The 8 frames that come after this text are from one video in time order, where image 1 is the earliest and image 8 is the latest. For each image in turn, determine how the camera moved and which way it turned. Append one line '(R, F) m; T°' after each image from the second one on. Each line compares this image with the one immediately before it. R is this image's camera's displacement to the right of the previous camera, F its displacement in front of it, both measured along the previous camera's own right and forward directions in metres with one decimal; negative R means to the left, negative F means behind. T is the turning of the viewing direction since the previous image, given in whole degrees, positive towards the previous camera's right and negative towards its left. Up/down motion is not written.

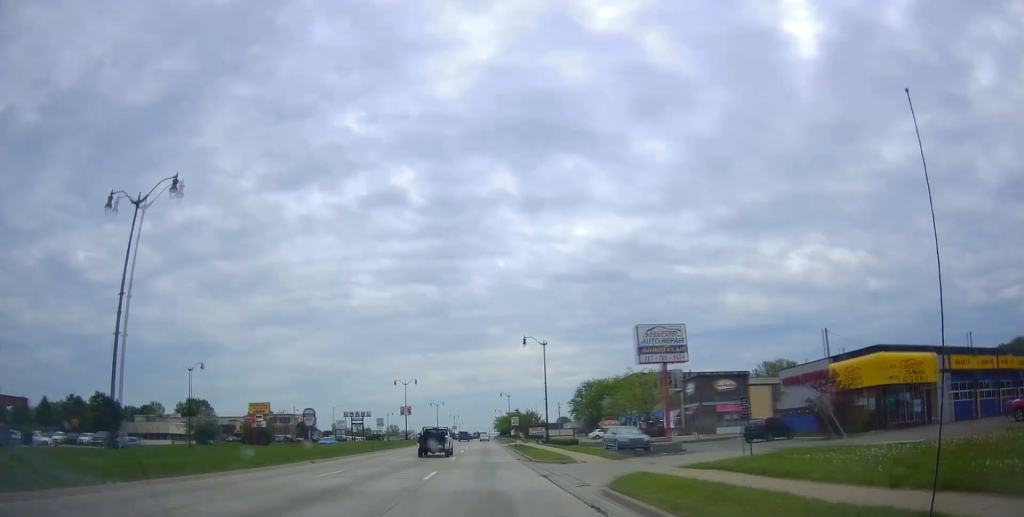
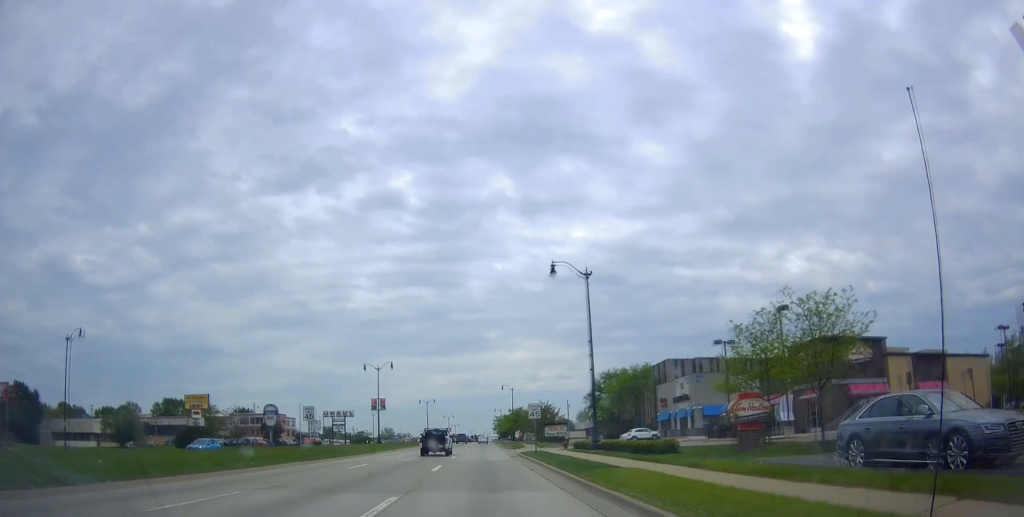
(+0.2, +25.8) m; -2°
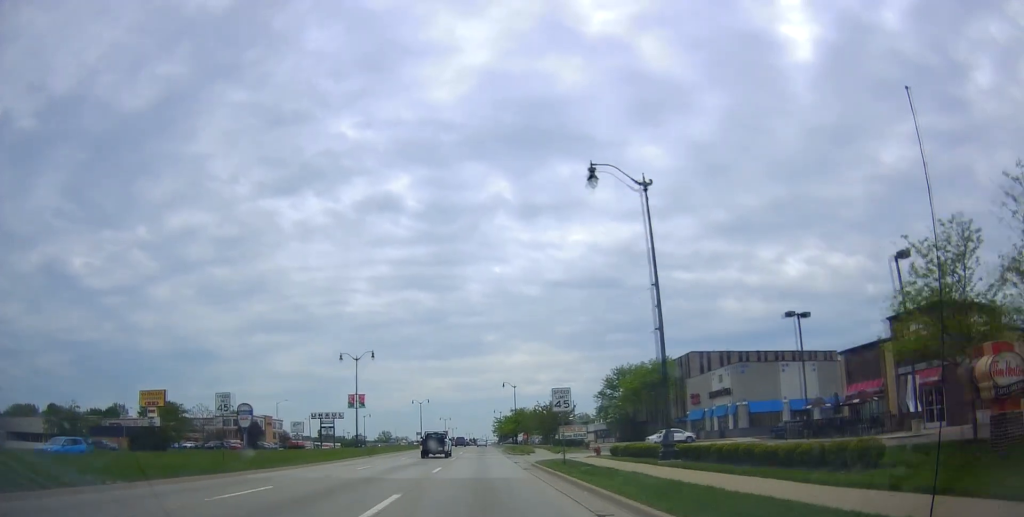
(-0.6, +13.2) m; 0°
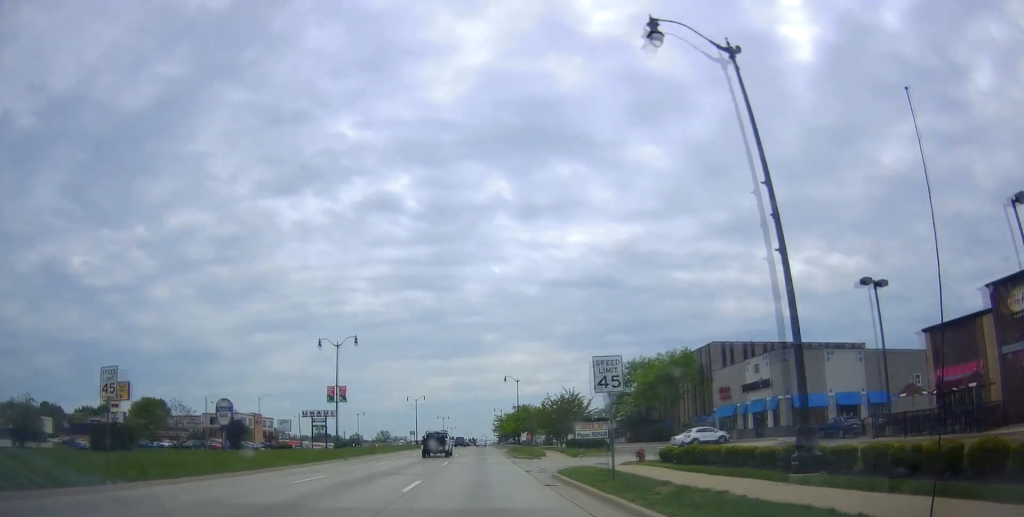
(+0.1, +9.0) m; 0°
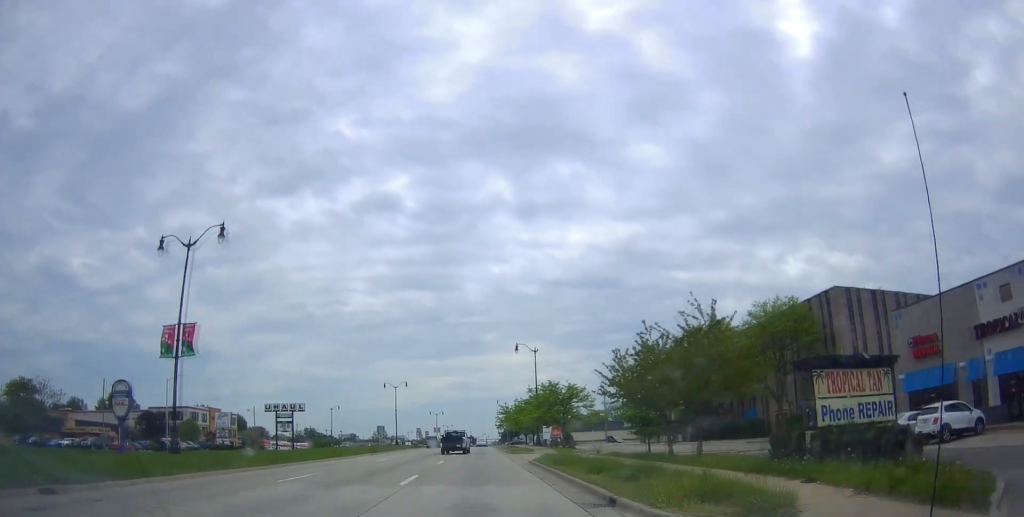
(+0.4, +31.6) m; +1°
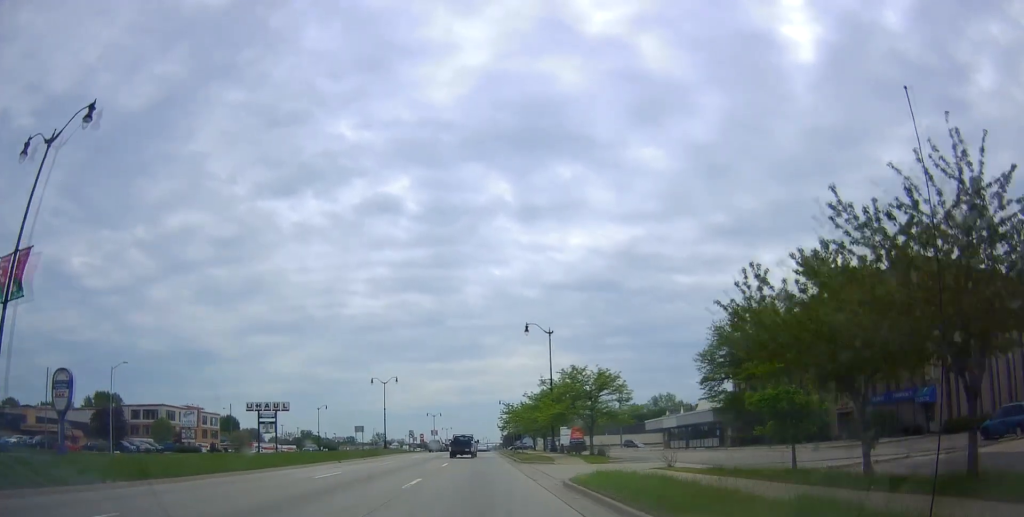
(+0.2, +12.5) m; +1°
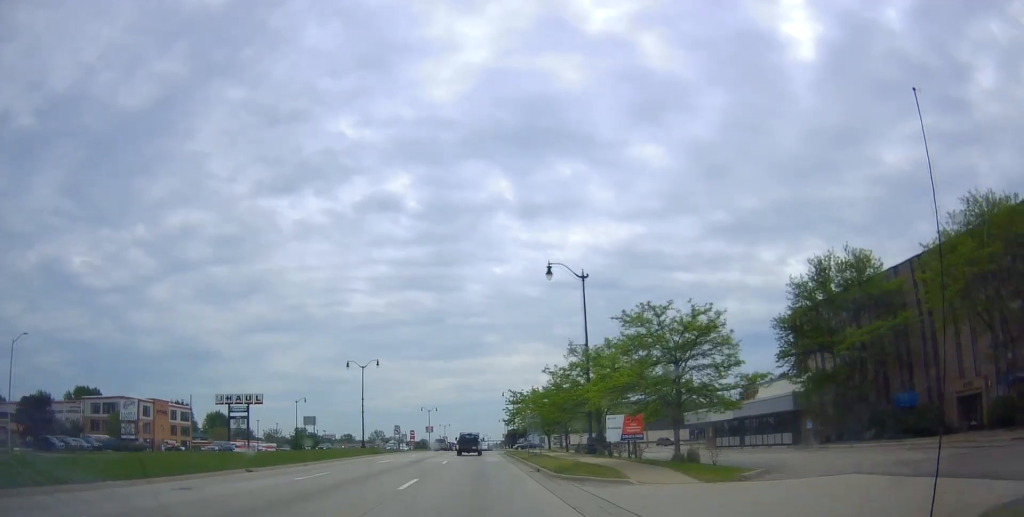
(+0.1, +16.6) m; -2°
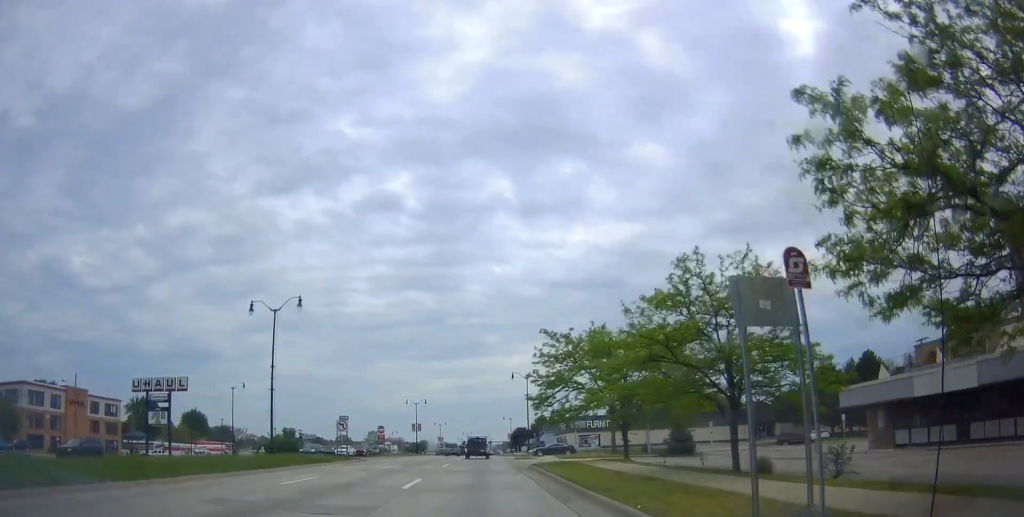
(-0.6, +31.8) m; -1°
